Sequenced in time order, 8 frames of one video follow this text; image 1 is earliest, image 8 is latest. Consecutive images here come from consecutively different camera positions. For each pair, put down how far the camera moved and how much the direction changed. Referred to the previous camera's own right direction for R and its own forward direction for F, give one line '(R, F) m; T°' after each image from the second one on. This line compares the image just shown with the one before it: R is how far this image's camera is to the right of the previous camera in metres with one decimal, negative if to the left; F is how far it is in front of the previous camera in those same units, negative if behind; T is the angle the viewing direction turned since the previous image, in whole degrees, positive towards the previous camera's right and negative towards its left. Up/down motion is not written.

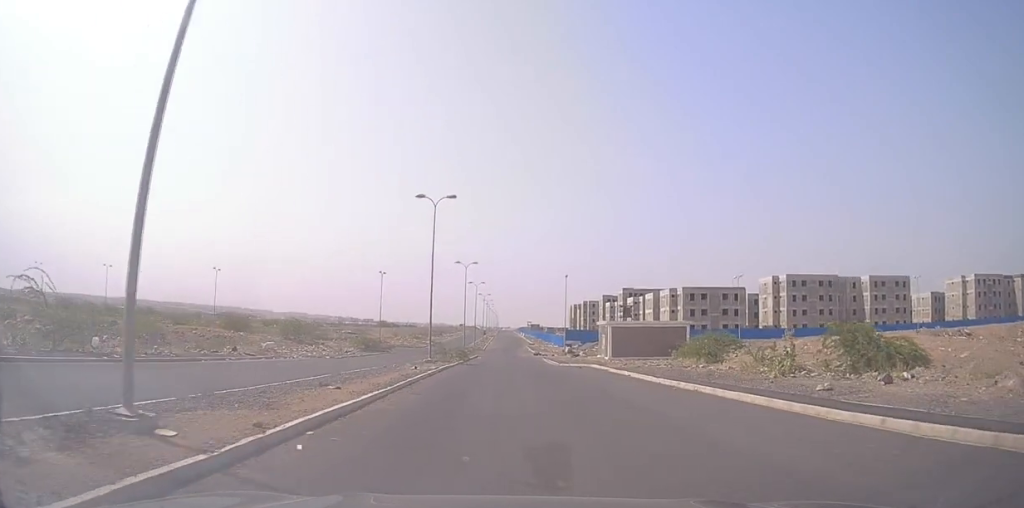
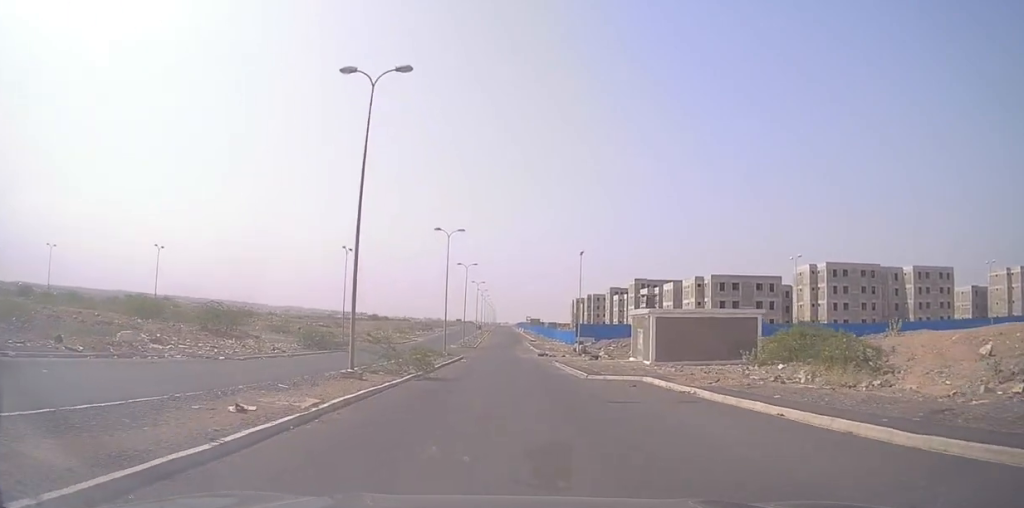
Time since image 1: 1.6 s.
(-0.1, +17.5) m; +1°
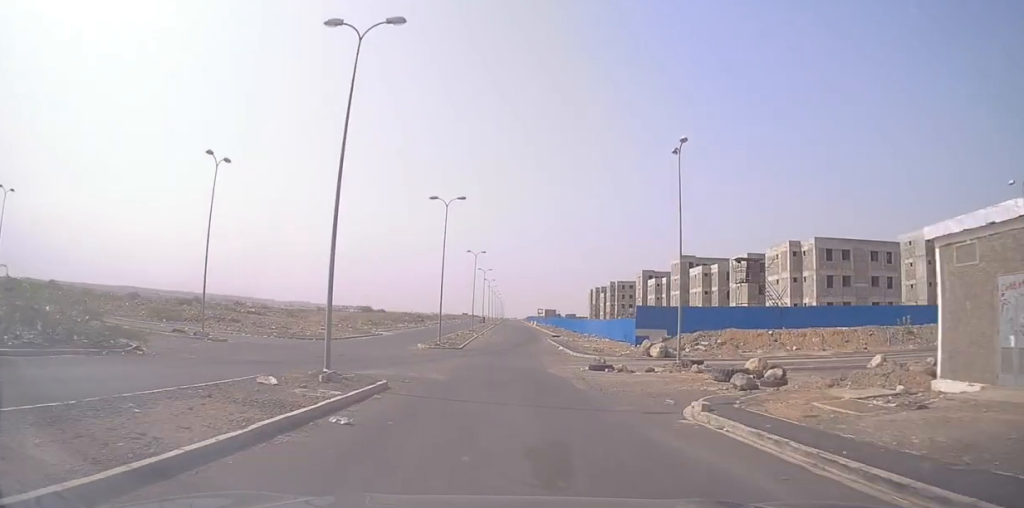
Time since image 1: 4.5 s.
(+0.1, +32.7) m; +1°
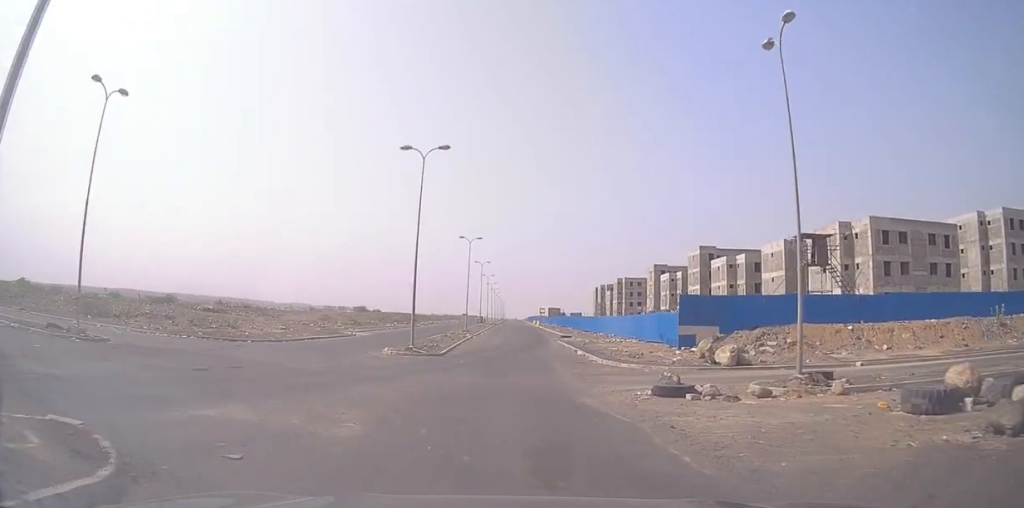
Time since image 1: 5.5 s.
(0.0, +11.6) m; -5°
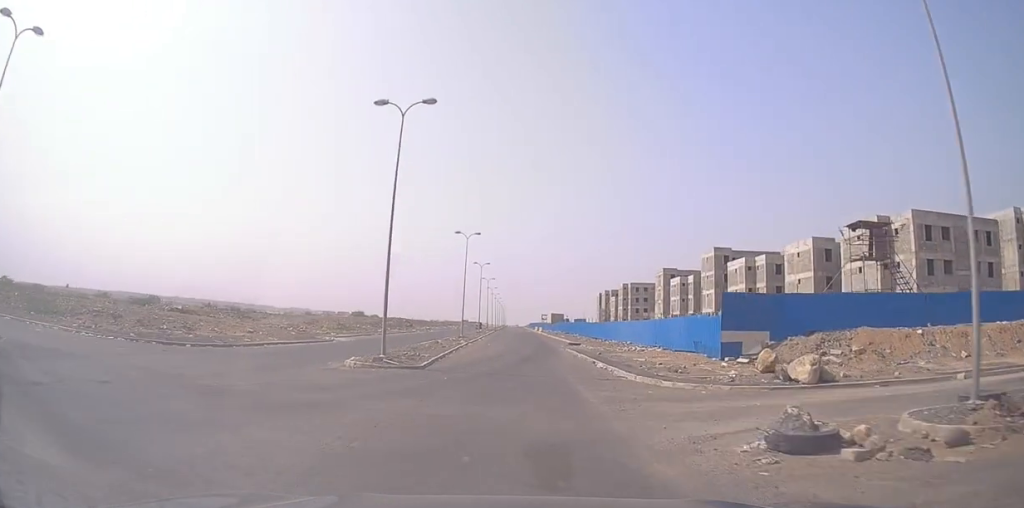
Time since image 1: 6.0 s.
(-0.6, +6.9) m; 0°
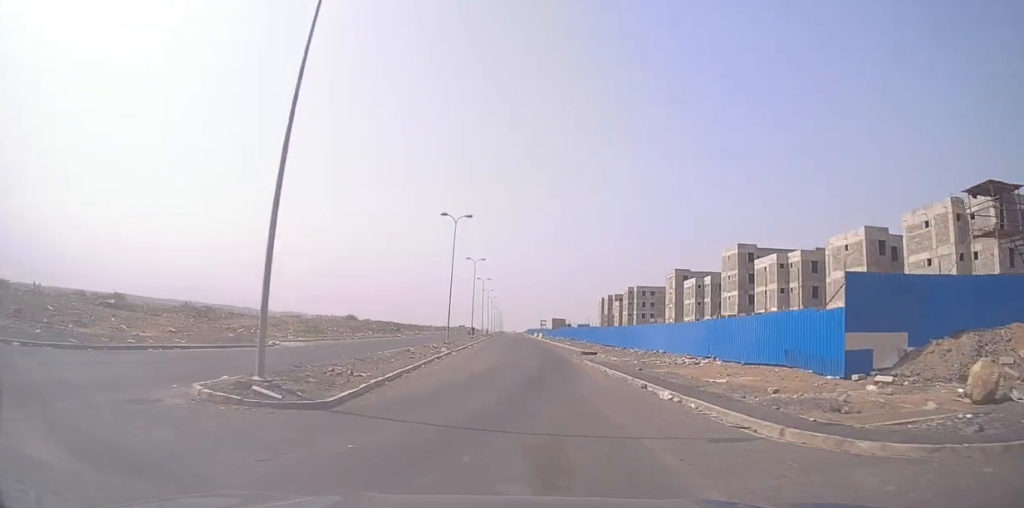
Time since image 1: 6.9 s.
(+0.1, +11.1) m; +2°
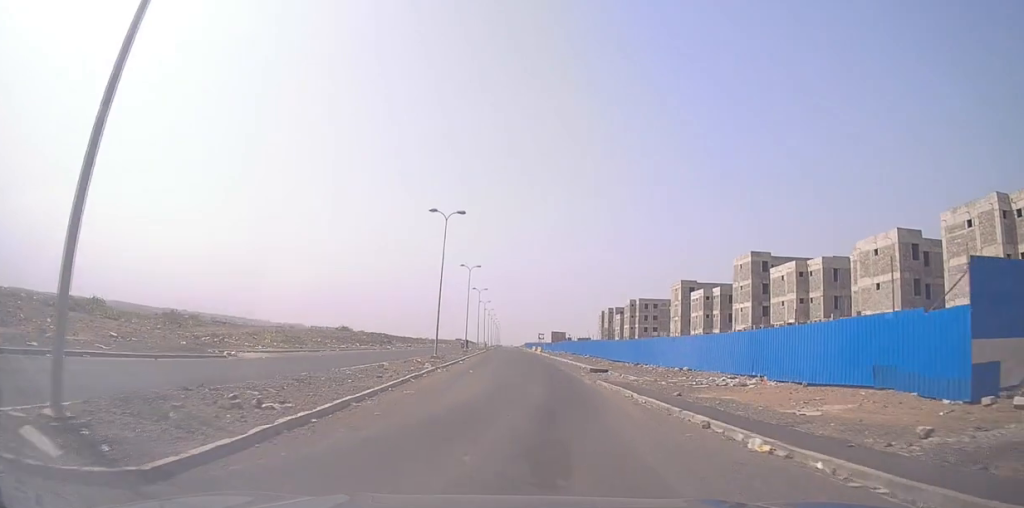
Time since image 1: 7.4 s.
(+0.3, +5.8) m; +2°
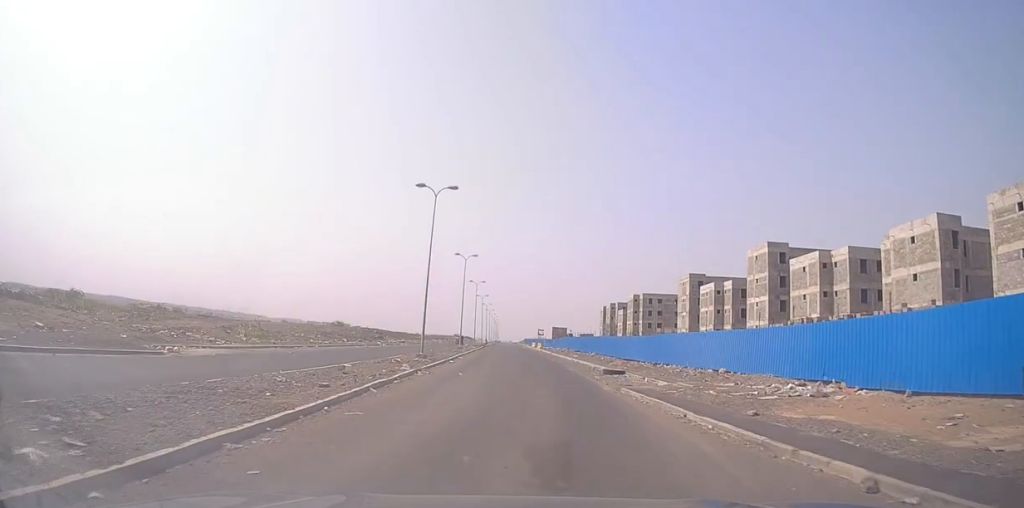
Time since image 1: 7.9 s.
(0.0, +5.9) m; -1°
